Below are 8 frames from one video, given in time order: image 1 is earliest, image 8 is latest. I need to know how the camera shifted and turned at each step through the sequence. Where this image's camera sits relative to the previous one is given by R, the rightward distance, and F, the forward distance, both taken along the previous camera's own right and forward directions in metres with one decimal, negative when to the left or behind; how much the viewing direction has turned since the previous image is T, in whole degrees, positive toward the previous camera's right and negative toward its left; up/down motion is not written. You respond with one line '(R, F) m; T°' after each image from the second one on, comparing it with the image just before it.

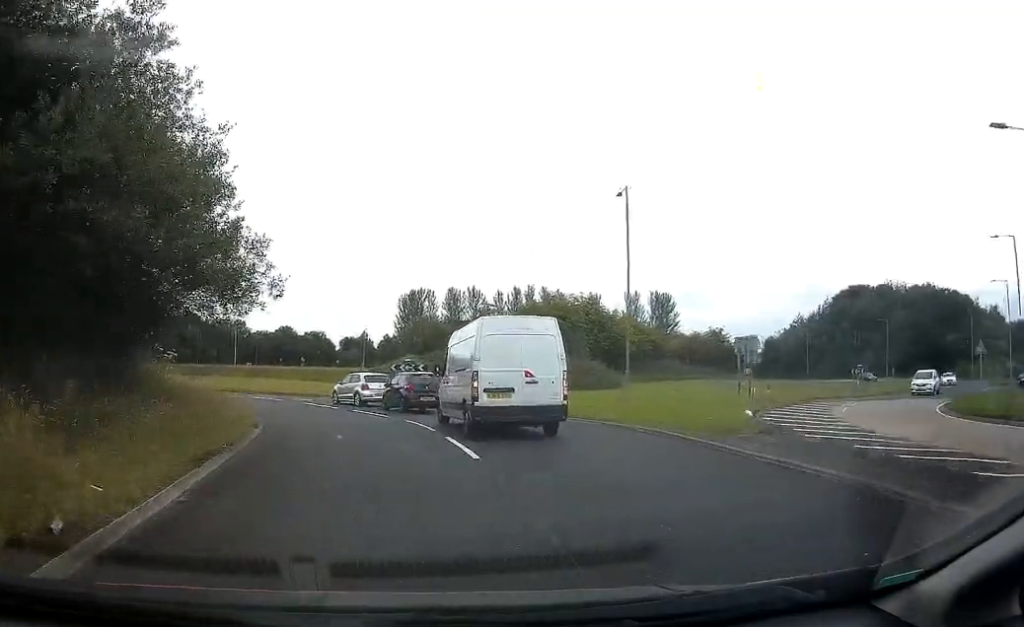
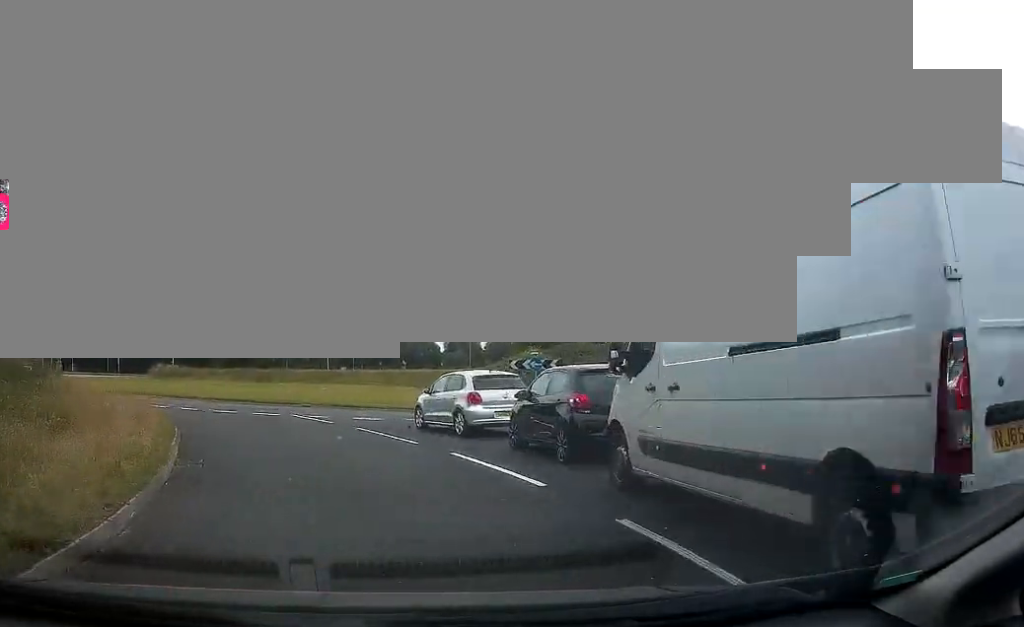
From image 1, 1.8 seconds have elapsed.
(-0.8, +15.4) m; -8°
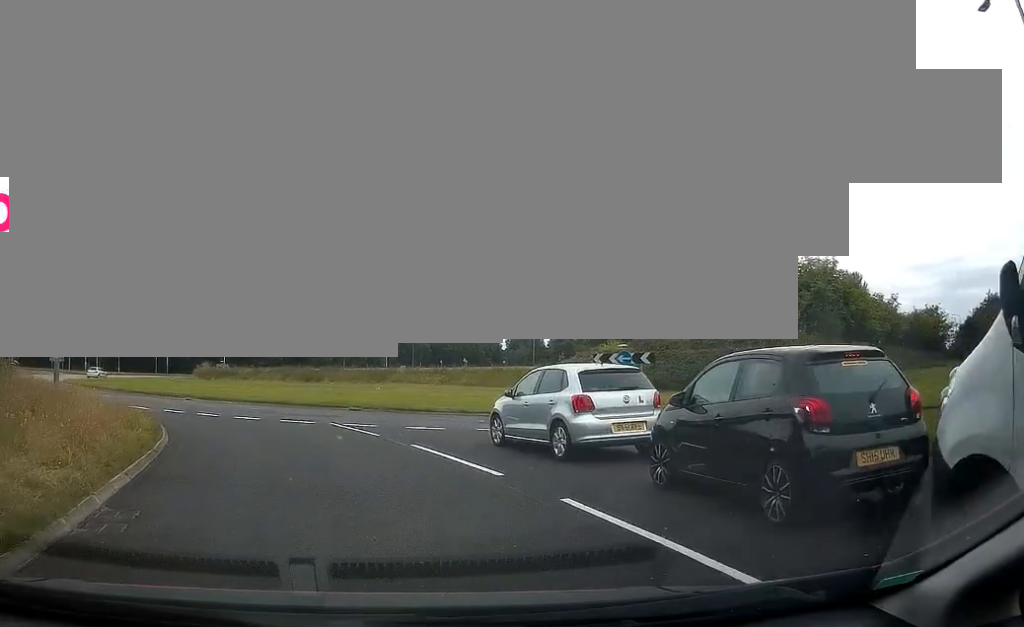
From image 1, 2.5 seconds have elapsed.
(-0.5, +5.1) m; -5°
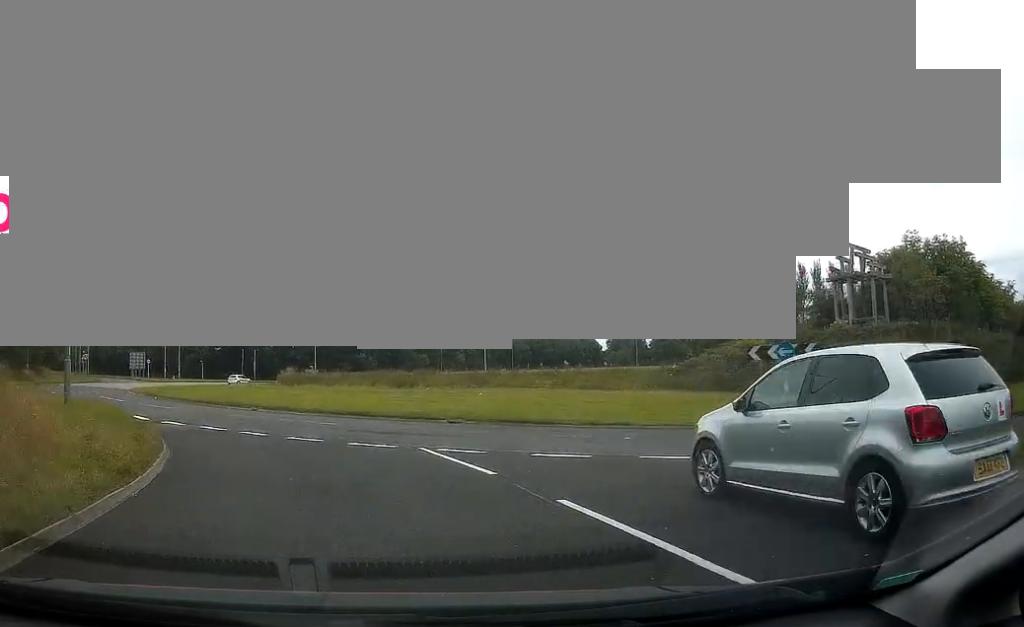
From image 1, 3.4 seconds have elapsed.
(-0.3, +5.7) m; -5°
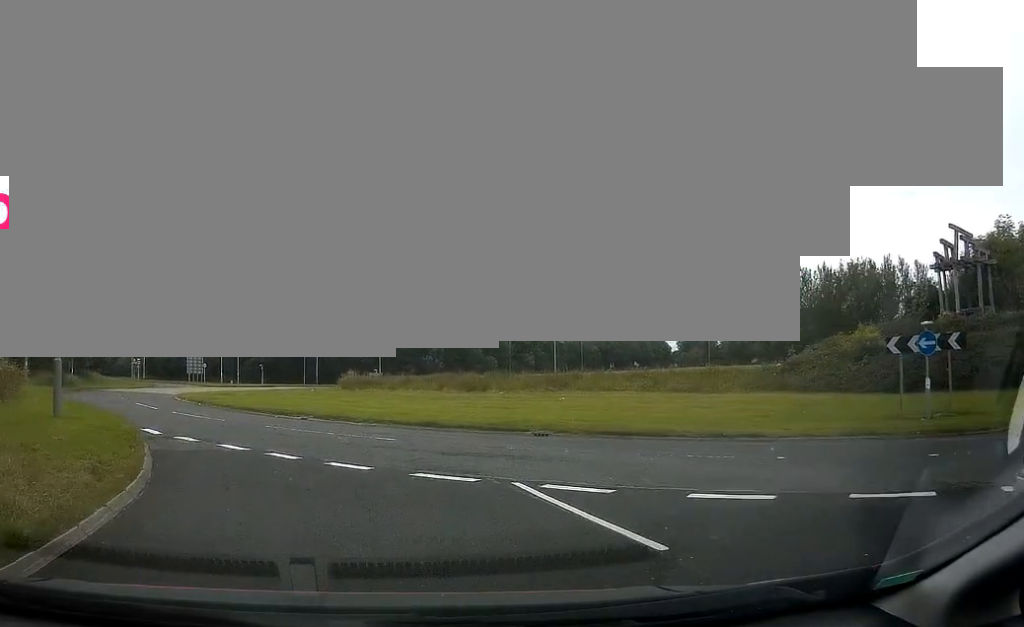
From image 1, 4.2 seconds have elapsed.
(-0.1, +3.9) m; -4°
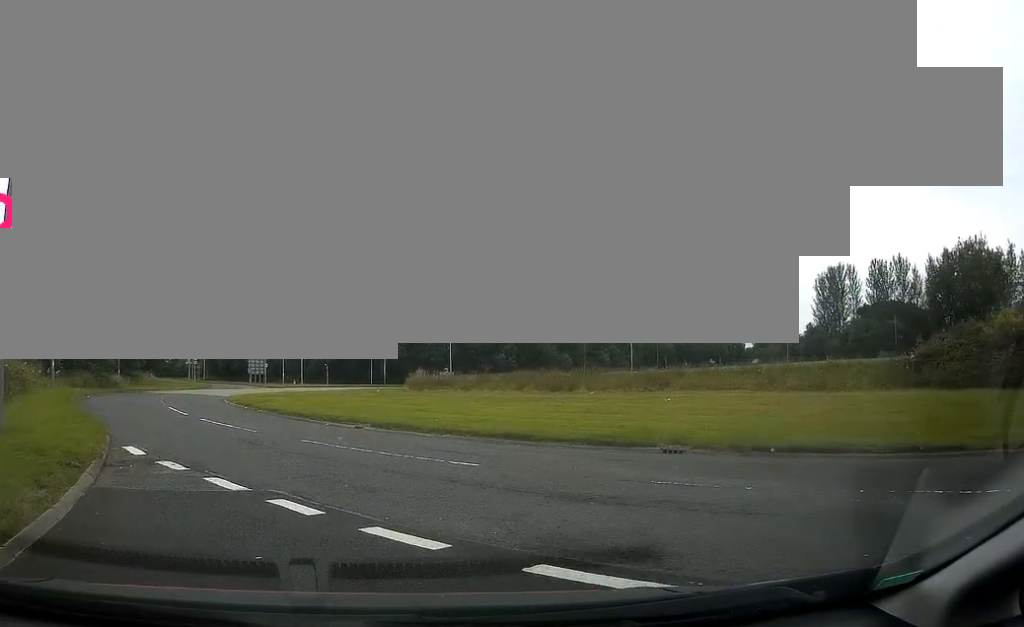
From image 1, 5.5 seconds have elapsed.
(-0.4, +4.3) m; -14°
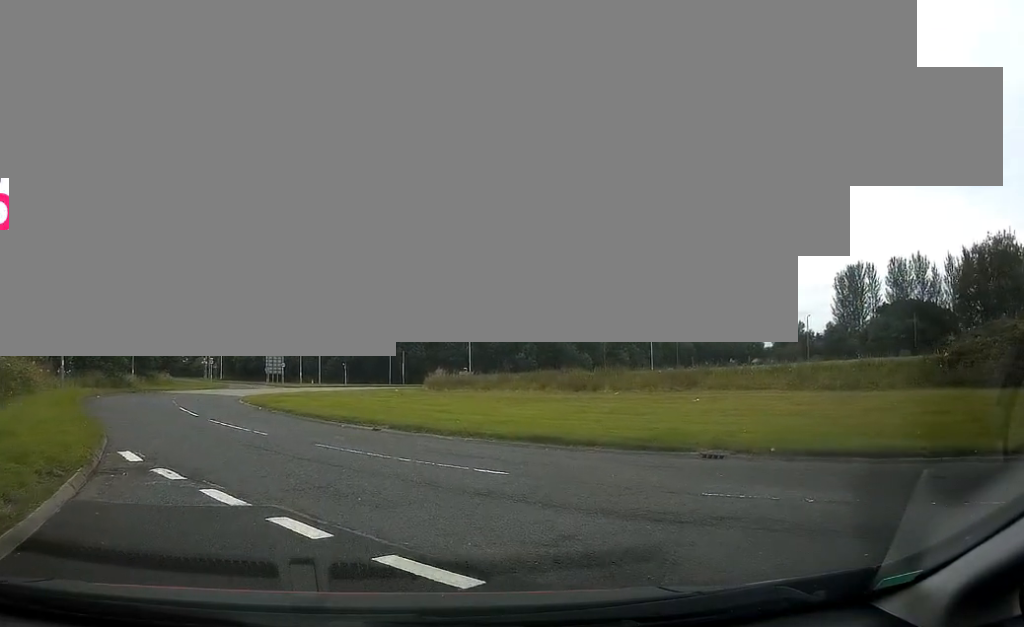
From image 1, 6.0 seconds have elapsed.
(0.0, +1.2) m; -6°
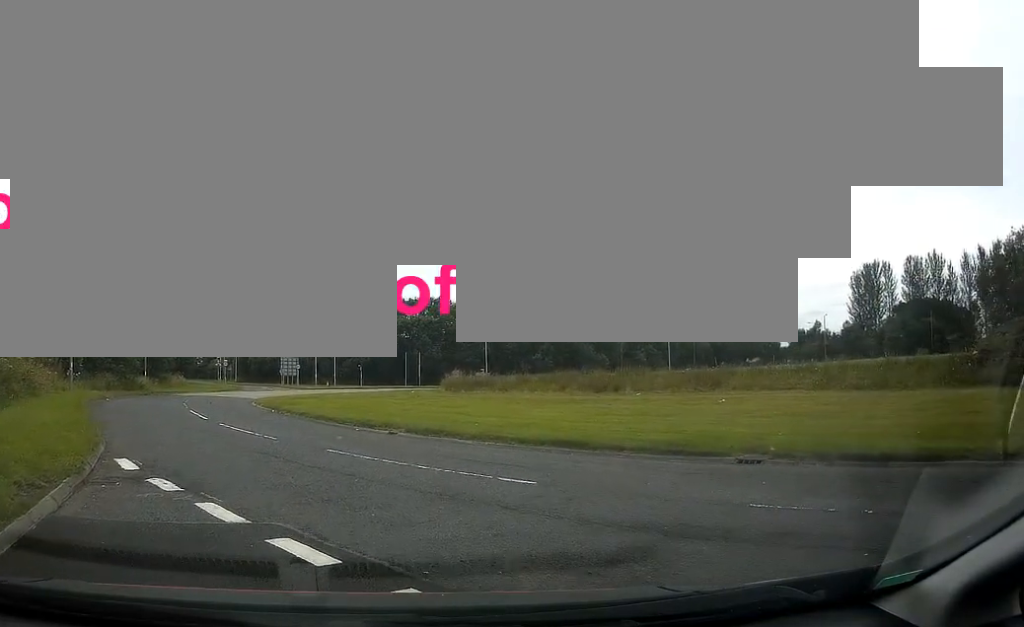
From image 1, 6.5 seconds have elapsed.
(-0.2, +0.8) m; 0°
